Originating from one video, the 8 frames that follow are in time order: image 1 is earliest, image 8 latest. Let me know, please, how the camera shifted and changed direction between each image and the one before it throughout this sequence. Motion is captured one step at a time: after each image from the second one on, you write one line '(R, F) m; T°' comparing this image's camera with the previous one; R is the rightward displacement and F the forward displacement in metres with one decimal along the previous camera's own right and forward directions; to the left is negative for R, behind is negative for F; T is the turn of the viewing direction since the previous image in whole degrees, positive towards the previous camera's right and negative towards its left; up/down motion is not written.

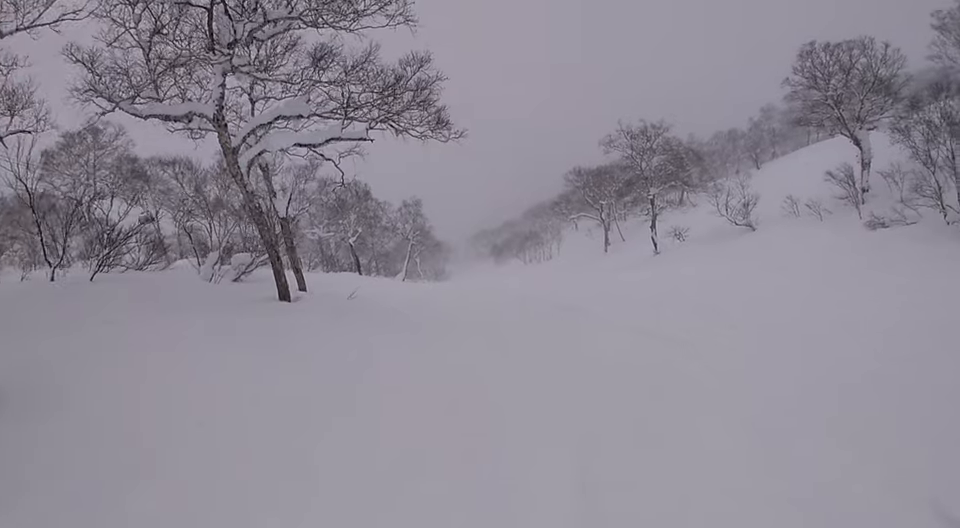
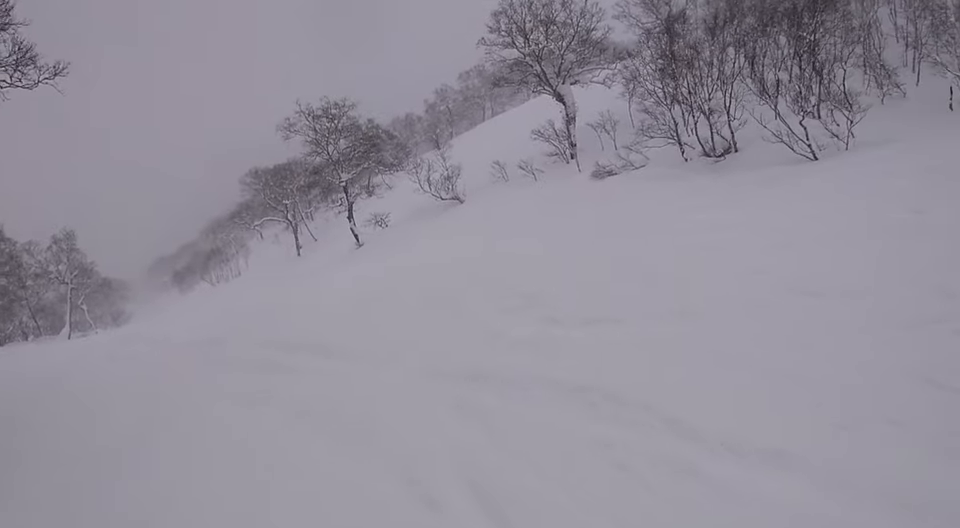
(+1.4, +6.4) m; +17°
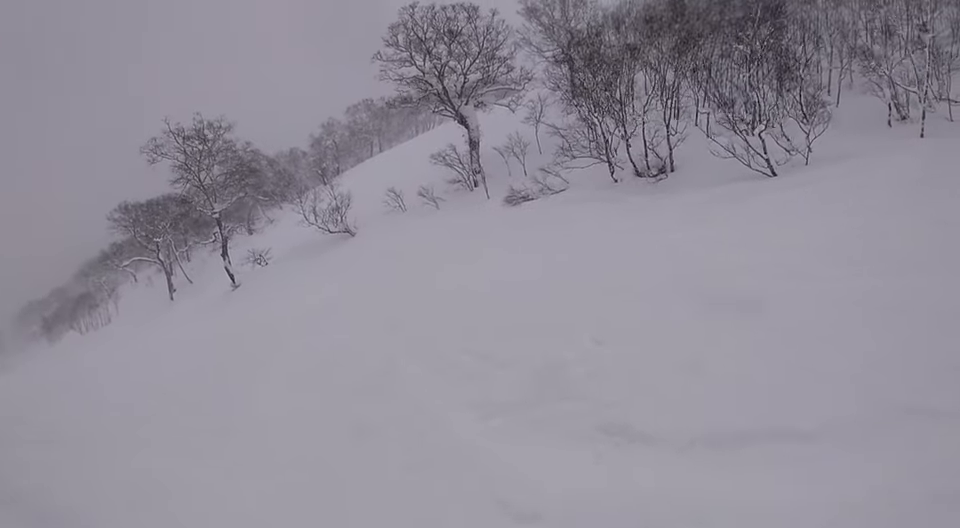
(+0.1, +3.9) m; +12°
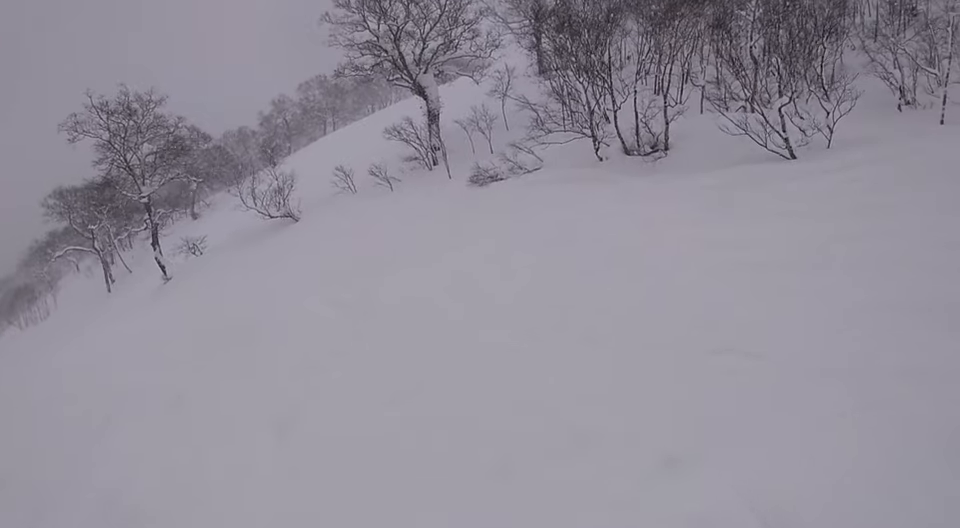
(+0.2, +2.9) m; +18°
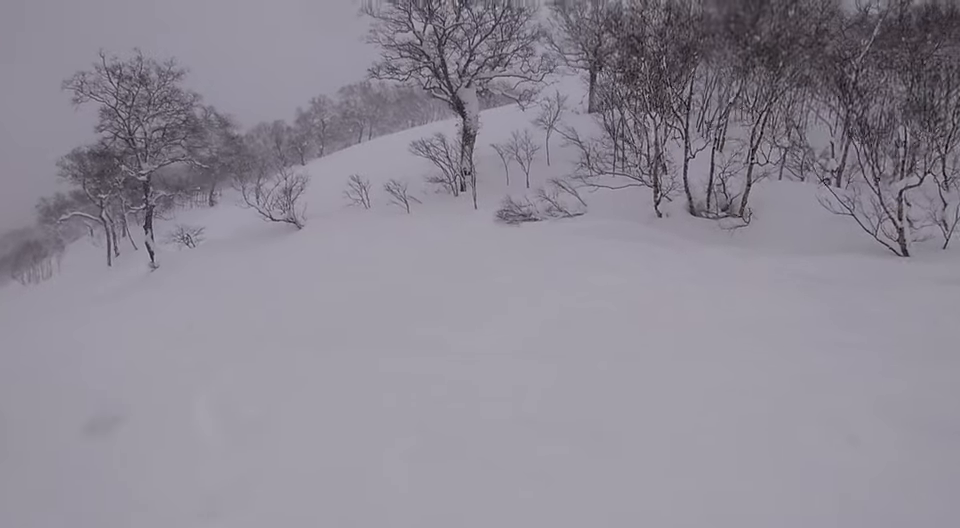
(+1.0, +3.7) m; +7°
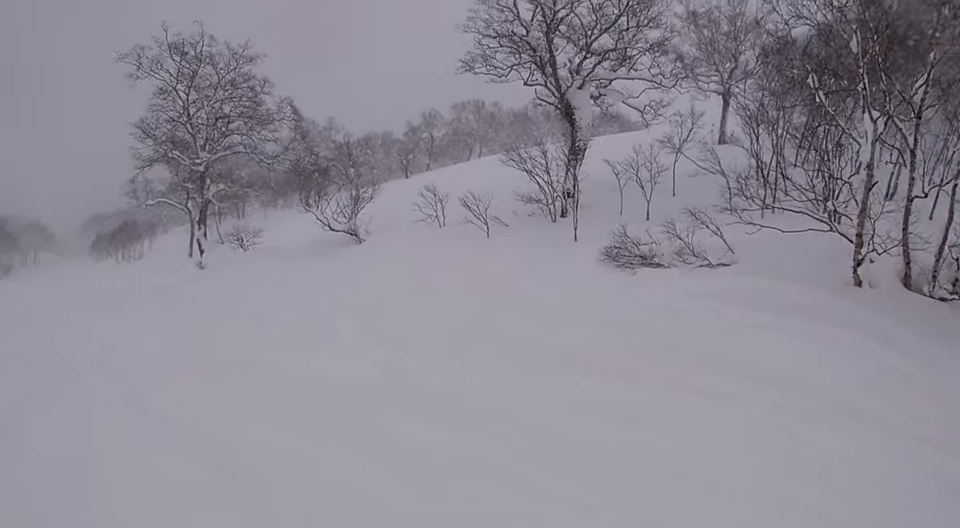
(-1.0, +5.6) m; -43°
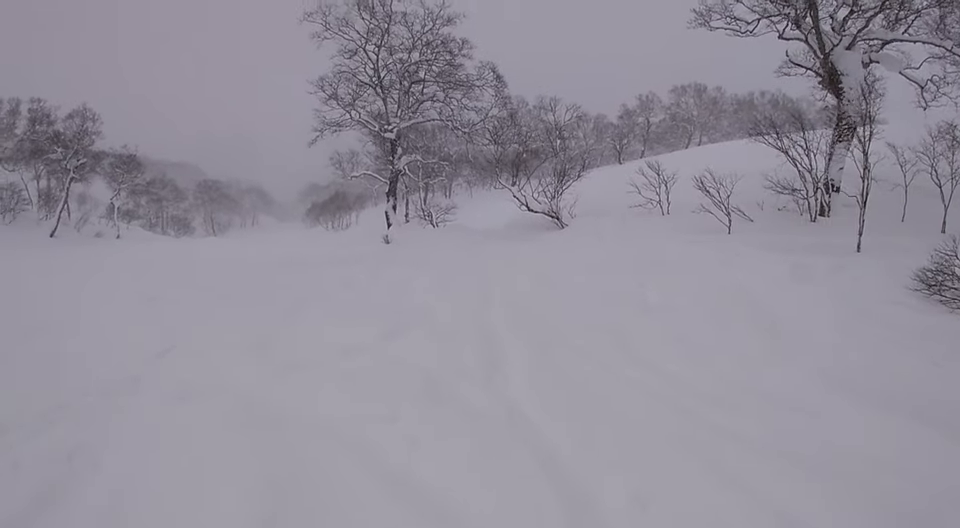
(-1.9, +3.8) m; -32°
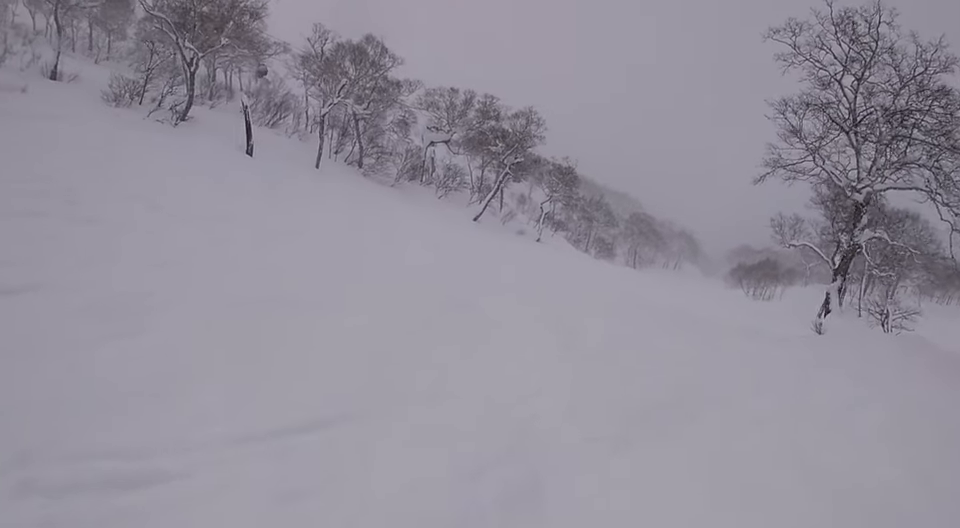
(-0.4, +3.8) m; -21°
